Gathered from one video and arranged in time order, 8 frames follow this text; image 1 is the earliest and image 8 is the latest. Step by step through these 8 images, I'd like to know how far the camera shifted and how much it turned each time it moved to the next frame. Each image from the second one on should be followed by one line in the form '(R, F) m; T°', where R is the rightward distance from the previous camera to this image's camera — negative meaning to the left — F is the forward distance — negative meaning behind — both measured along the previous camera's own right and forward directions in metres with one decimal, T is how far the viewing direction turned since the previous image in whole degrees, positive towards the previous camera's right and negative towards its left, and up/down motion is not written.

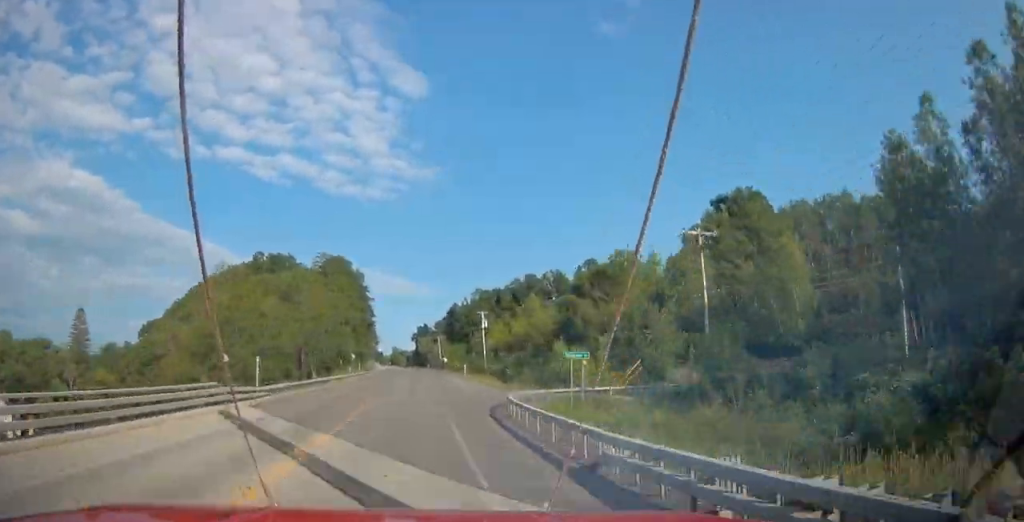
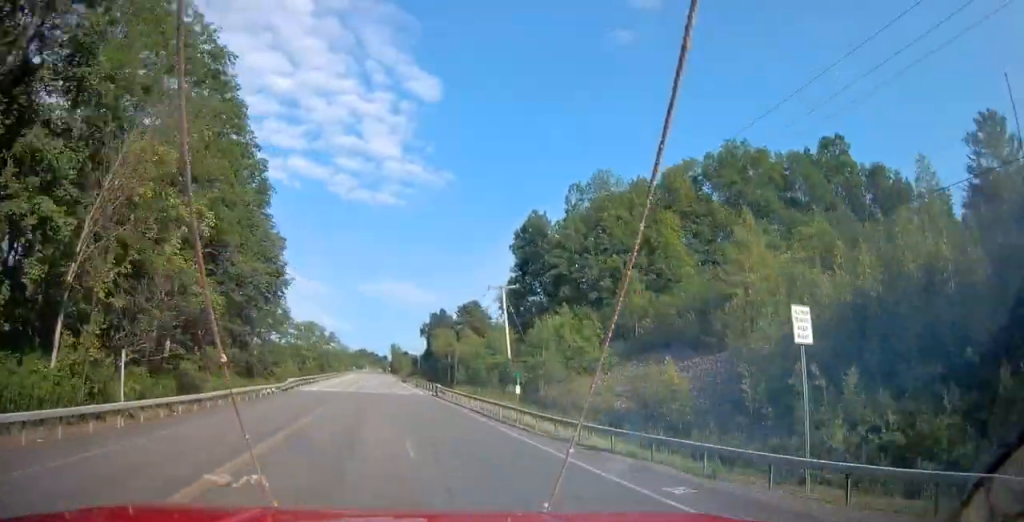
(+2.5, +123.2) m; 0°
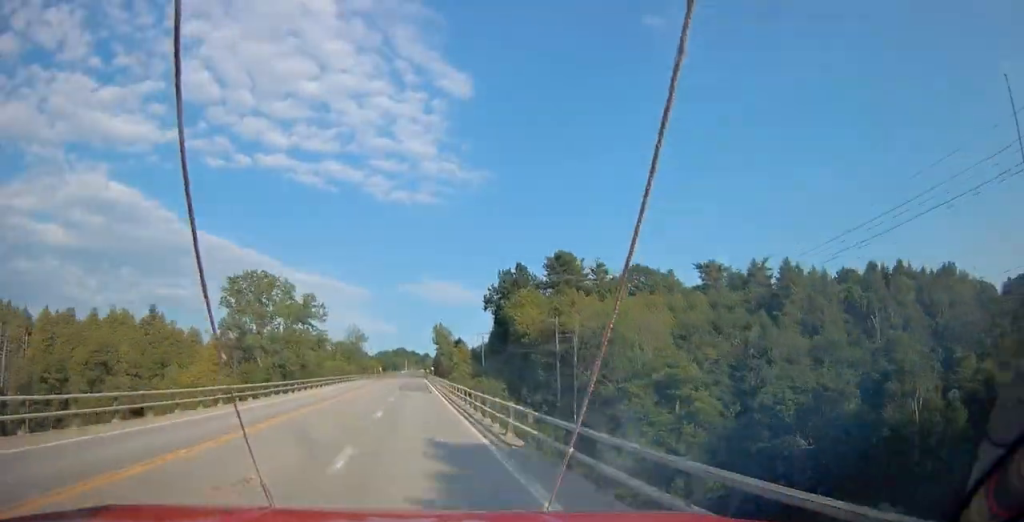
(-2.9, +93.1) m; -3°
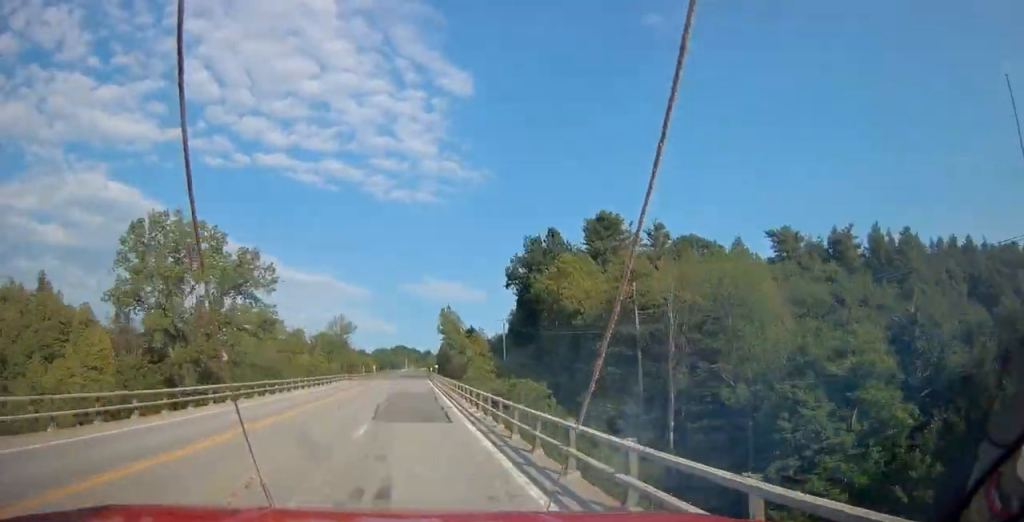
(-0.3, +31.2) m; -1°
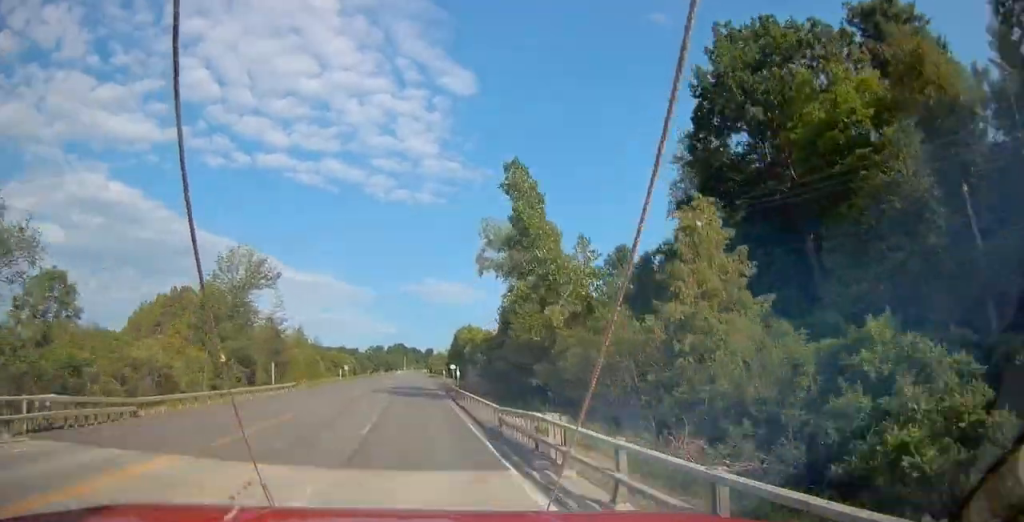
(-0.3, +70.2) m; 0°
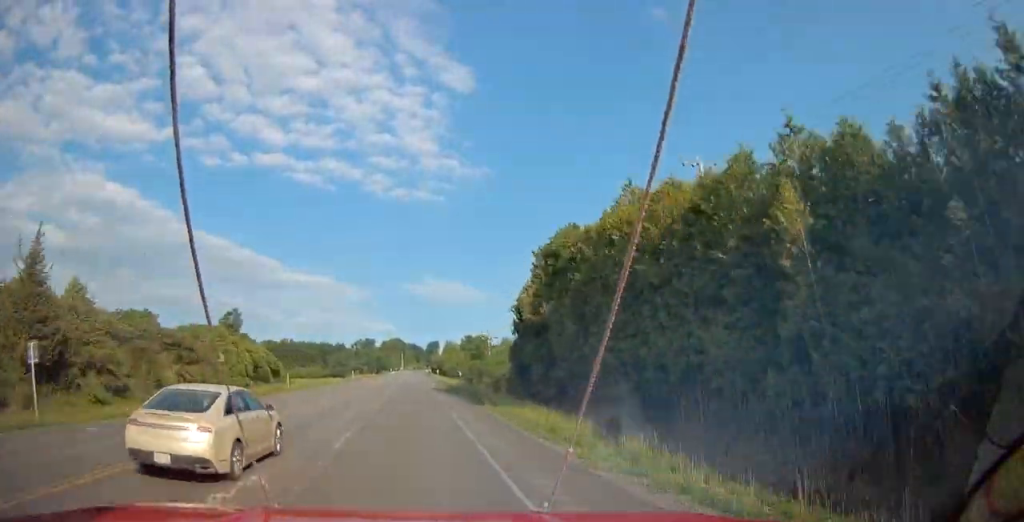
(0.0, +87.8) m; 0°
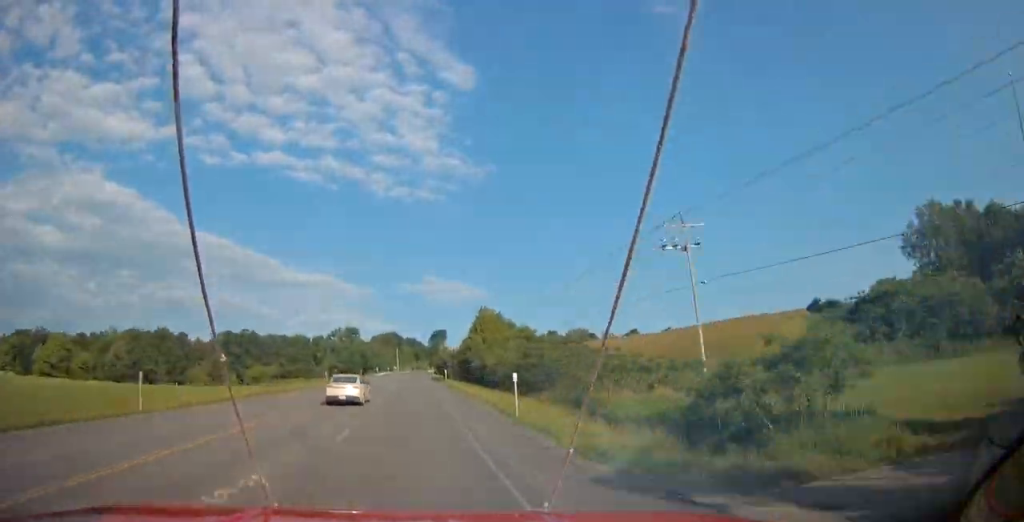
(+0.2, +83.4) m; 0°
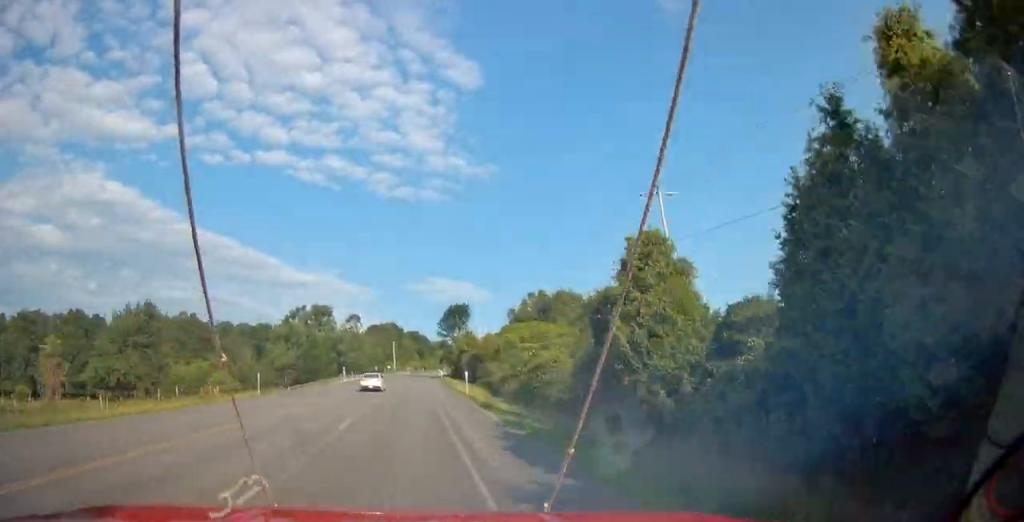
(-0.2, +81.2) m; 0°
